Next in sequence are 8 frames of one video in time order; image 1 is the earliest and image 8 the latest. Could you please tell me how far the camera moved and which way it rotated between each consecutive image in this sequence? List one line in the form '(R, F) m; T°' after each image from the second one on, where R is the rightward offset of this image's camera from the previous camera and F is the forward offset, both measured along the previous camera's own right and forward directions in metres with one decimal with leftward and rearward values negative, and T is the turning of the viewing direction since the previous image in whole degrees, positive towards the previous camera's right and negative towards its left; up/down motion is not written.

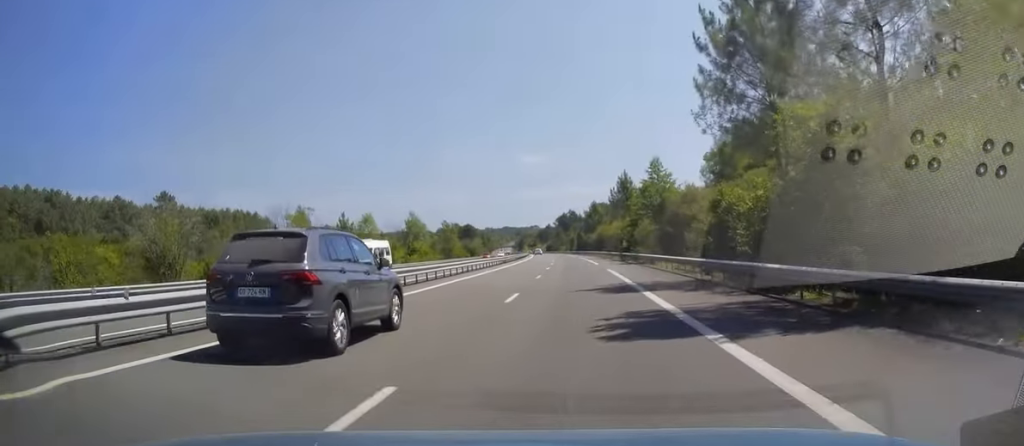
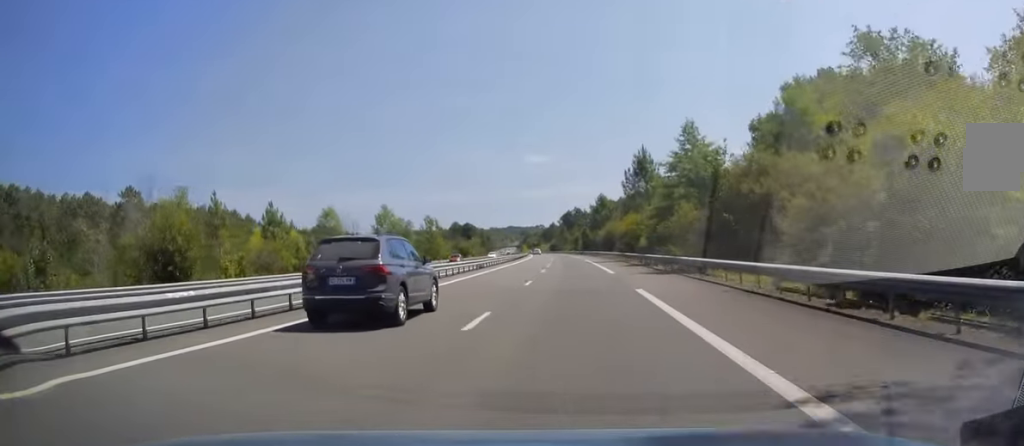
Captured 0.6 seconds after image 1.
(+0.1, +18.7) m; -1°
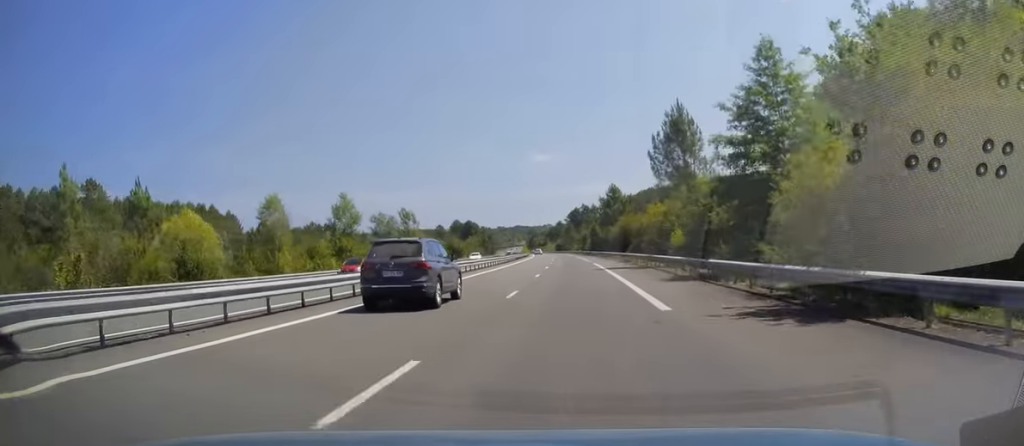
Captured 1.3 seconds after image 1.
(-0.2, +19.2) m; -1°
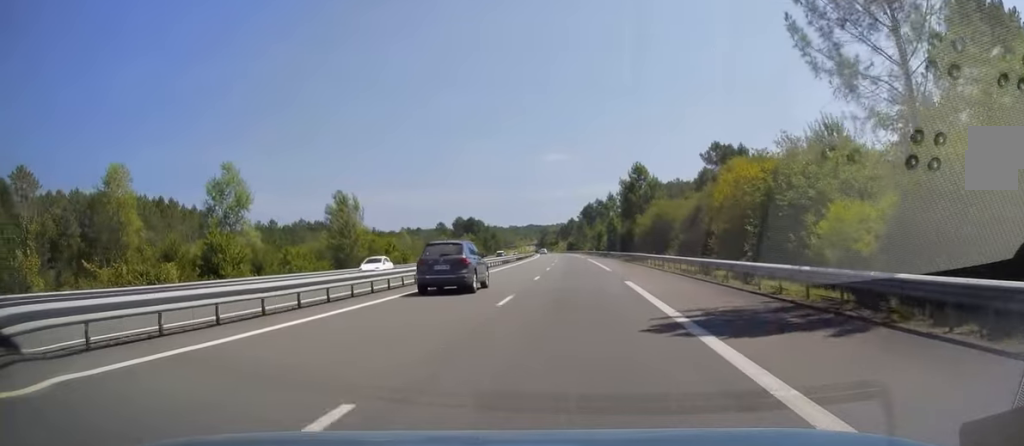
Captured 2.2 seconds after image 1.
(-0.3, +28.6) m; -1°
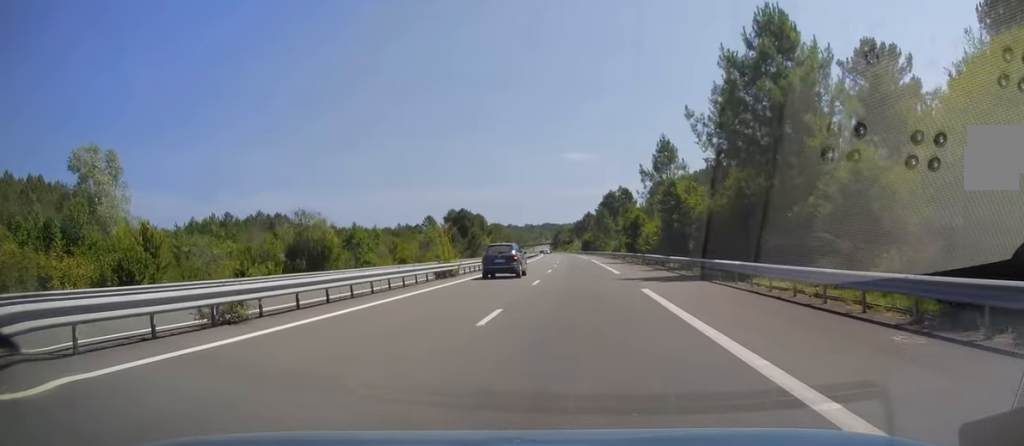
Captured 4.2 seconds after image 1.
(-1.0, +56.7) m; -2°
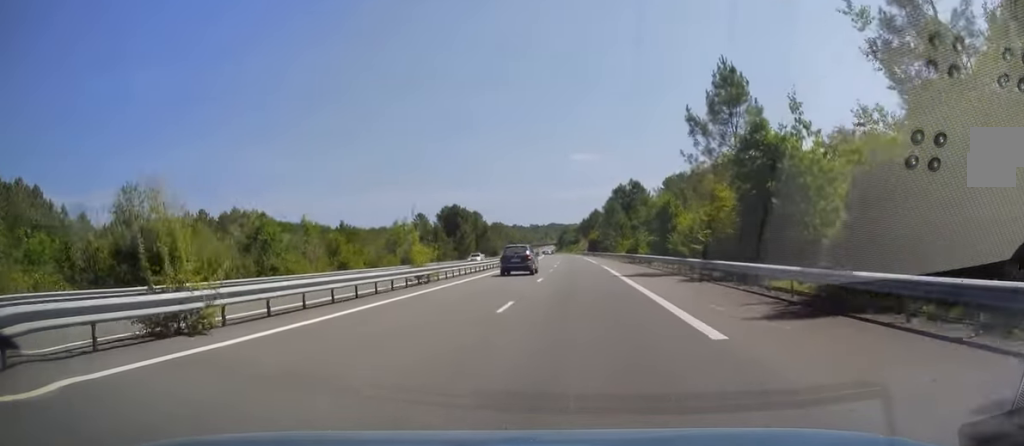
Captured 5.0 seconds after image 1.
(0.0, +23.7) m; -1°
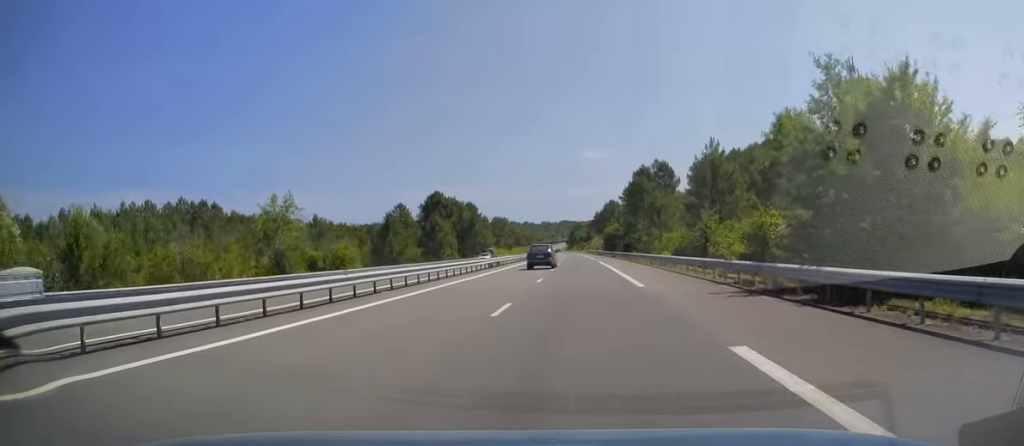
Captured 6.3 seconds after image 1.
(-0.6, +40.5) m; -1°
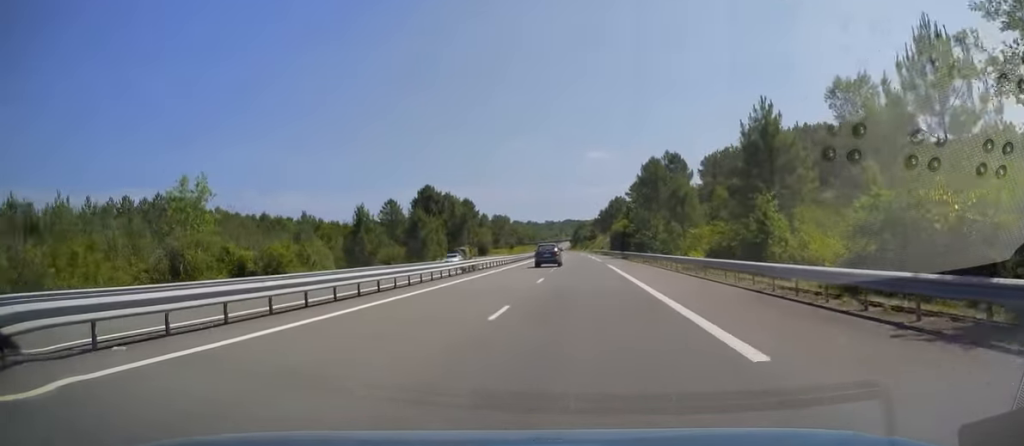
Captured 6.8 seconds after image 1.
(+0.1, +13.8) m; 0°
